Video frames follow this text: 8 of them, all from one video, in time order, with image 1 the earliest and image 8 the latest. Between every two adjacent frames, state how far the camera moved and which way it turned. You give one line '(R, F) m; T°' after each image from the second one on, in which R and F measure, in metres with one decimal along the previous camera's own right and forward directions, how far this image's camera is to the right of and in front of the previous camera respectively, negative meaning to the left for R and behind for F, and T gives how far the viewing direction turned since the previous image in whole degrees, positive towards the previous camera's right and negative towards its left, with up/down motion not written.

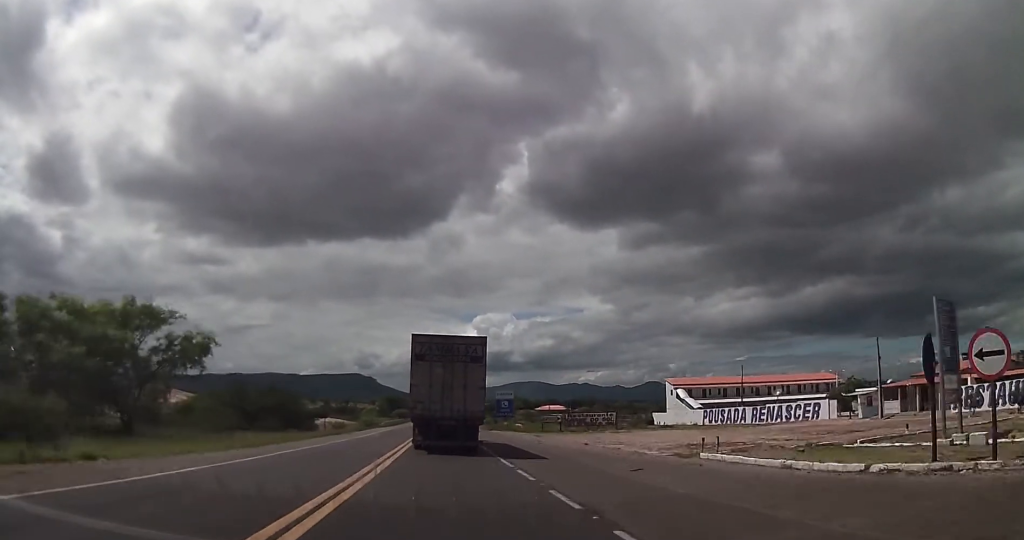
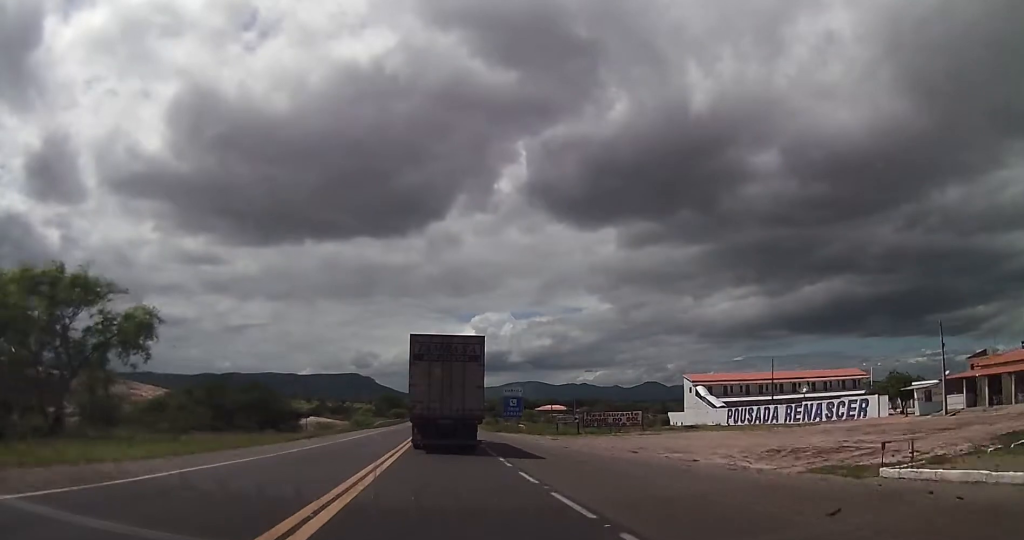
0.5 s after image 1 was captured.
(0.0, +10.6) m; 0°
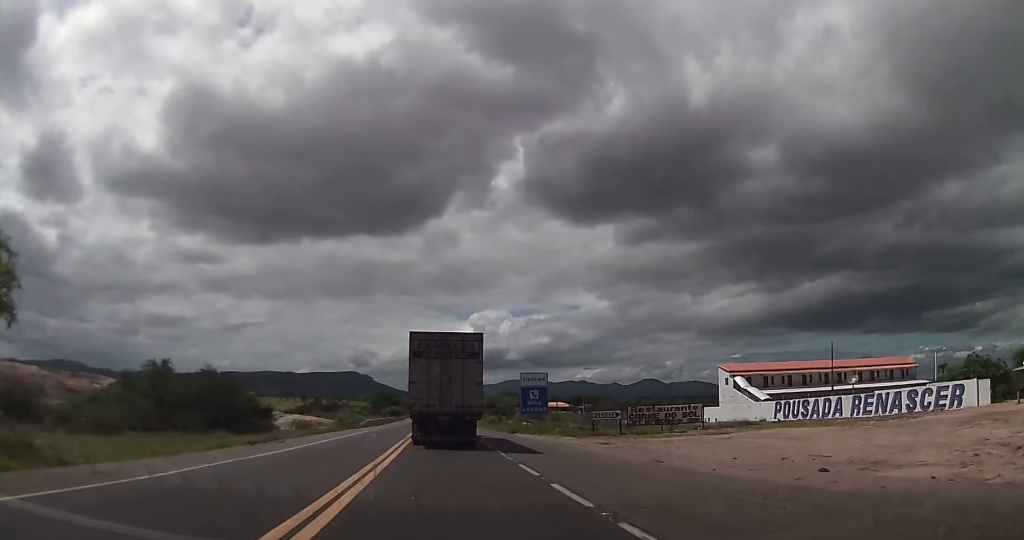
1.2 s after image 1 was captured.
(0.0, +17.3) m; 0°
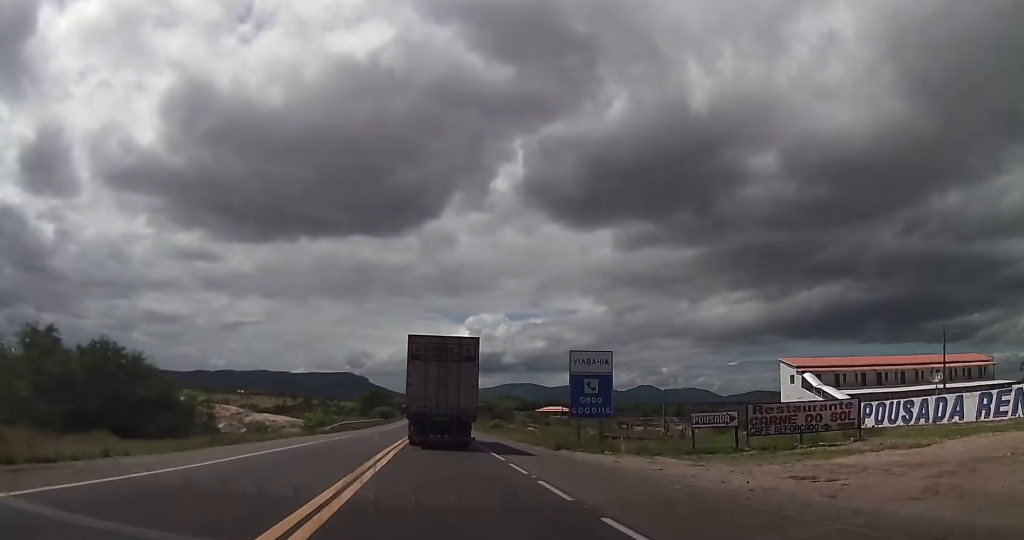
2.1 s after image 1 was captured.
(+0.1, +22.2) m; +1°
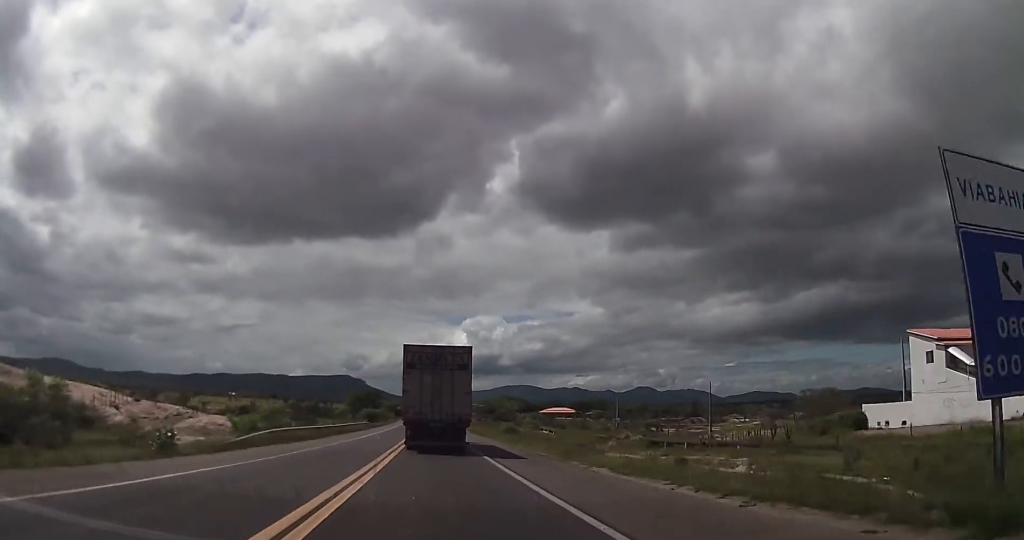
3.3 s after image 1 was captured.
(+0.2, +25.9) m; +1°
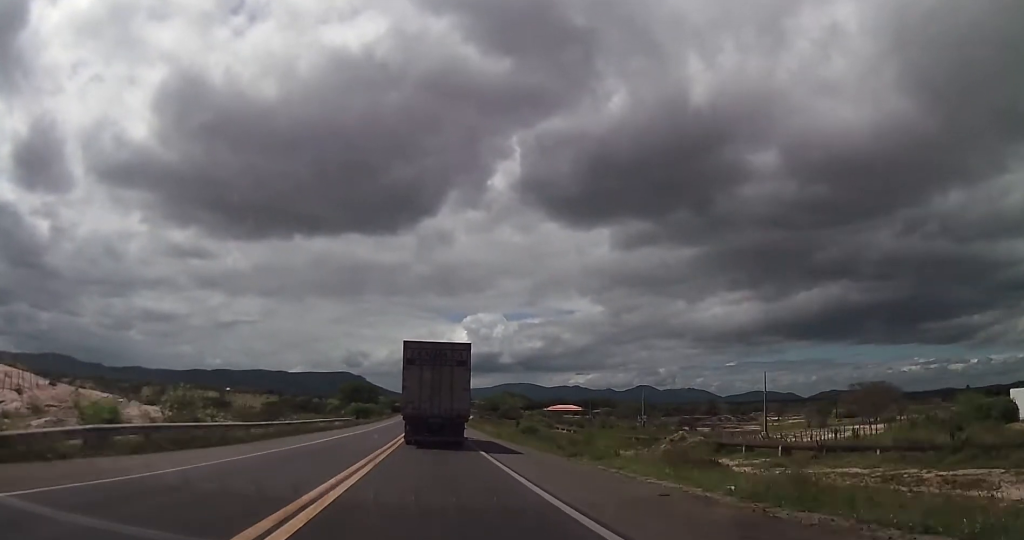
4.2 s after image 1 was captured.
(+0.1, +19.2) m; 0°
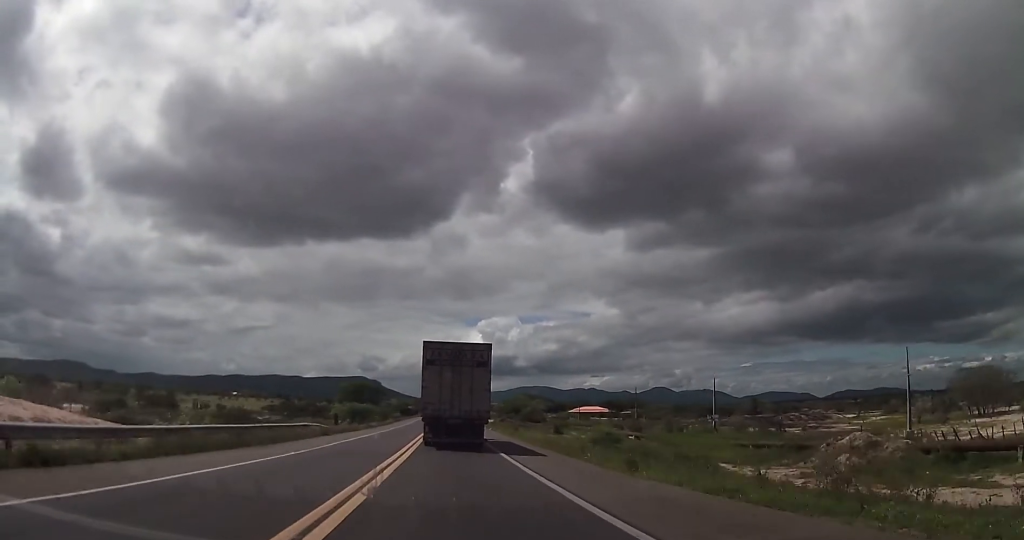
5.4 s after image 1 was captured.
(-0.1, +25.9) m; -1°
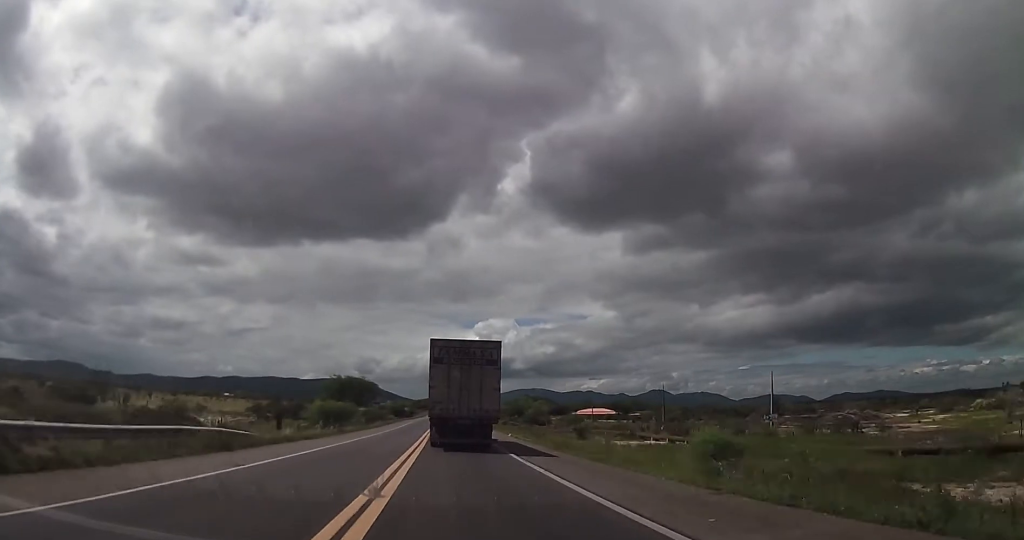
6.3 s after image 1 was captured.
(-0.2, +17.8) m; -1°
